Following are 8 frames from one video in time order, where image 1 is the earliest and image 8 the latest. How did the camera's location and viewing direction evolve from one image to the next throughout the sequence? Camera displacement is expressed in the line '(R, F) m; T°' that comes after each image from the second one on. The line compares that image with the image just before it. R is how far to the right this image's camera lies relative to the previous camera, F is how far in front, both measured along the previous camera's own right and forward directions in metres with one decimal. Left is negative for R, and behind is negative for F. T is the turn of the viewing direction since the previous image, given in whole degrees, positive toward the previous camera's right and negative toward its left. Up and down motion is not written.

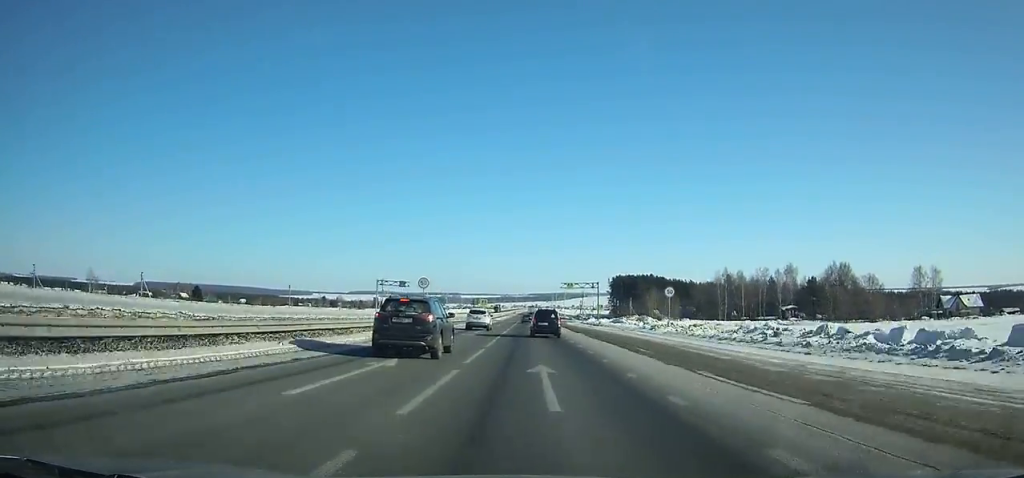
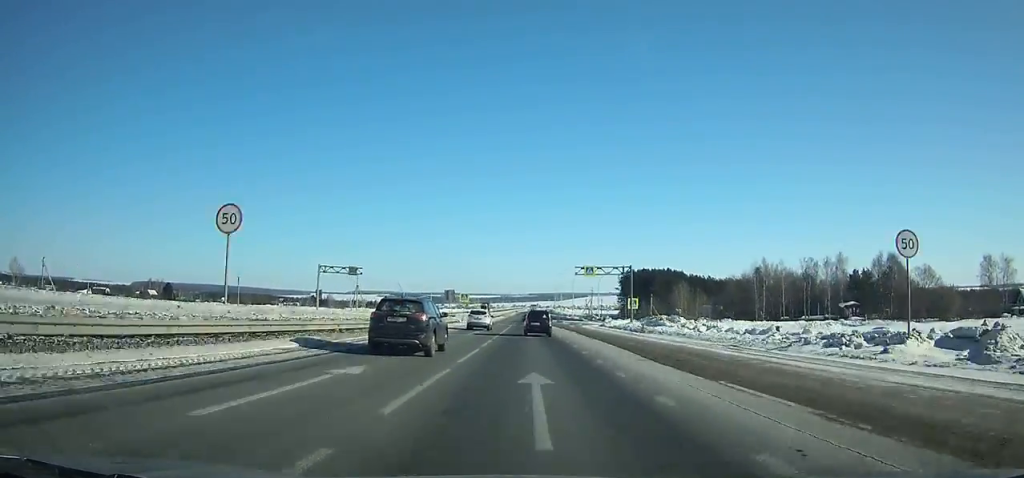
(0.0, +34.6) m; 0°
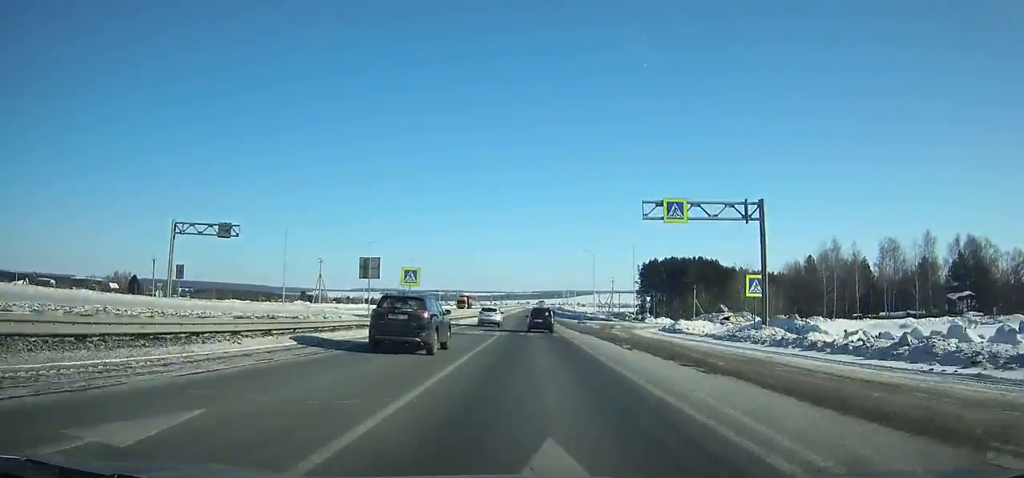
(+0.2, +37.1) m; 0°
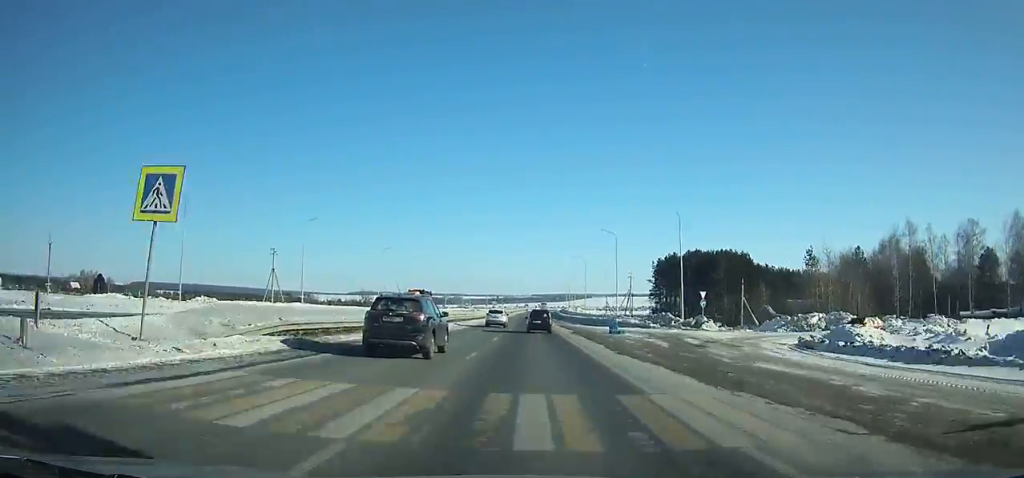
(-0.2, +28.3) m; 0°
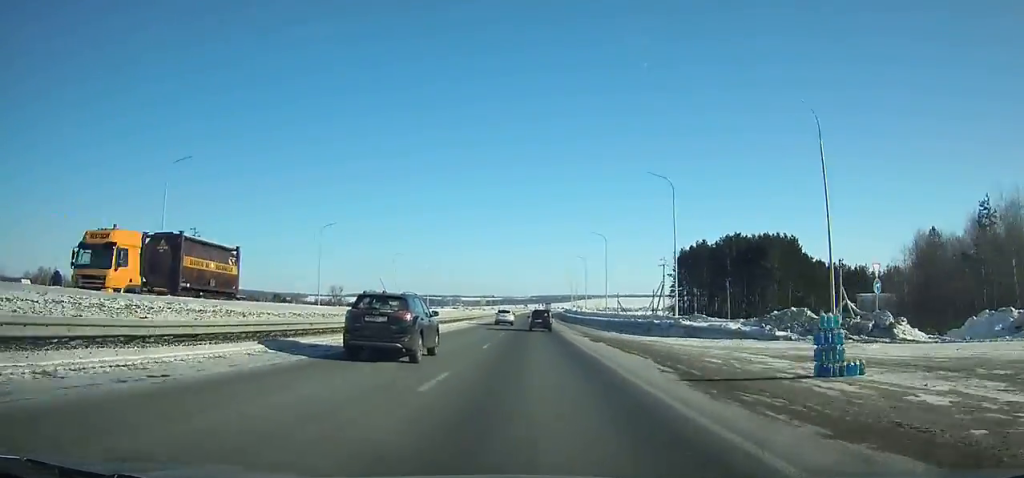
(-0.1, +30.0) m; 0°
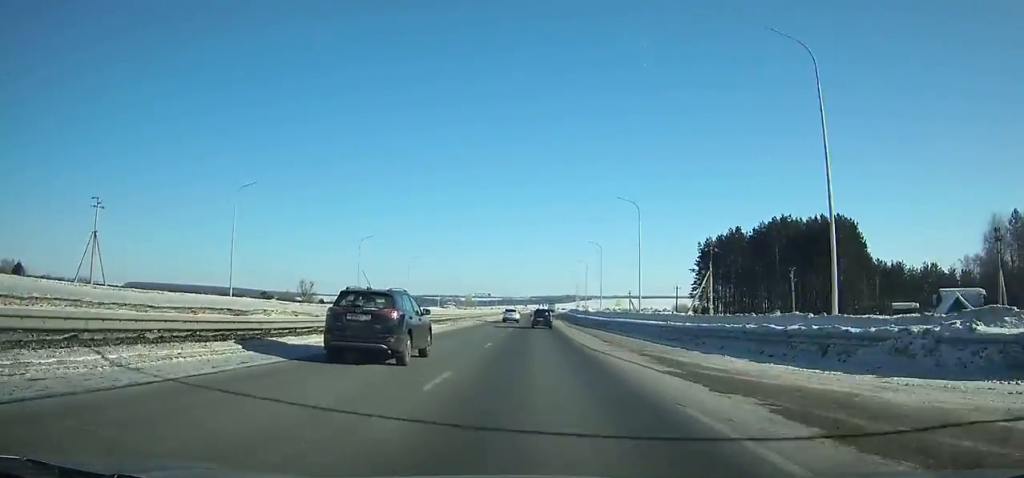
(-0.1, +23.4) m; 0°
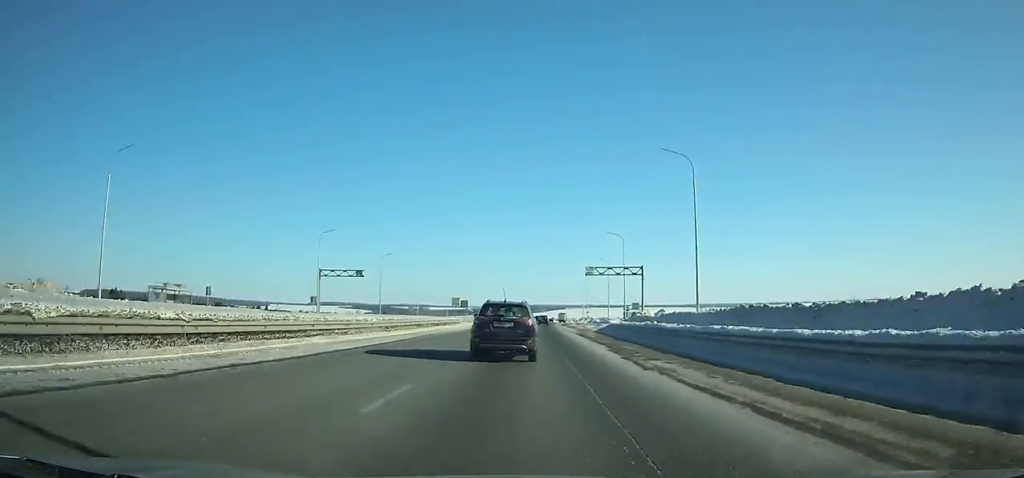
(+3.3, +156.7) m; +3°
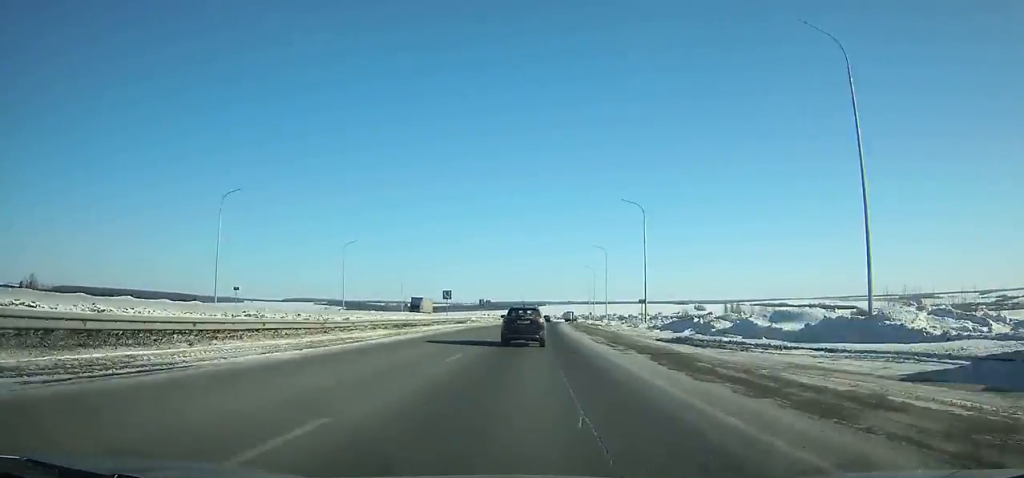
(+1.5, +87.7) m; +2°
